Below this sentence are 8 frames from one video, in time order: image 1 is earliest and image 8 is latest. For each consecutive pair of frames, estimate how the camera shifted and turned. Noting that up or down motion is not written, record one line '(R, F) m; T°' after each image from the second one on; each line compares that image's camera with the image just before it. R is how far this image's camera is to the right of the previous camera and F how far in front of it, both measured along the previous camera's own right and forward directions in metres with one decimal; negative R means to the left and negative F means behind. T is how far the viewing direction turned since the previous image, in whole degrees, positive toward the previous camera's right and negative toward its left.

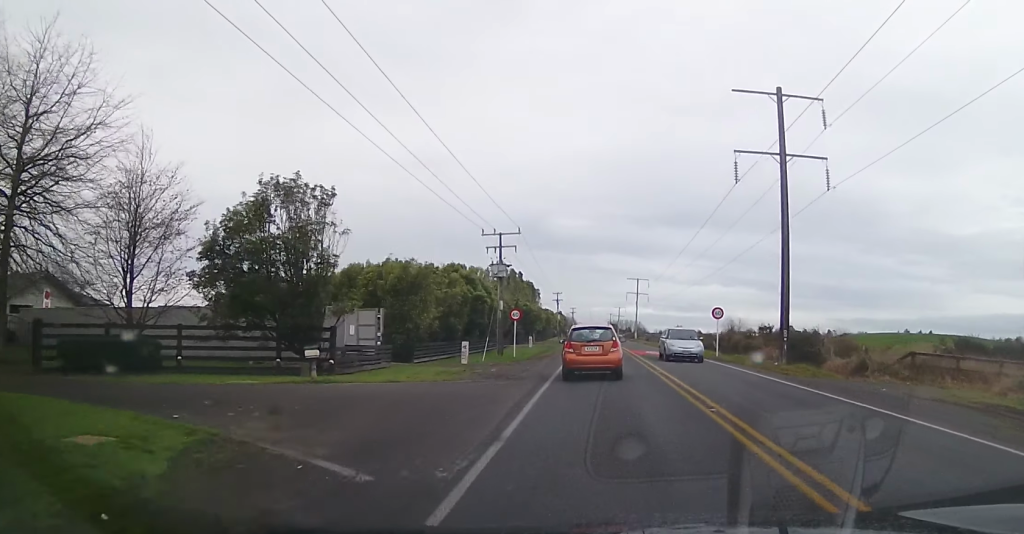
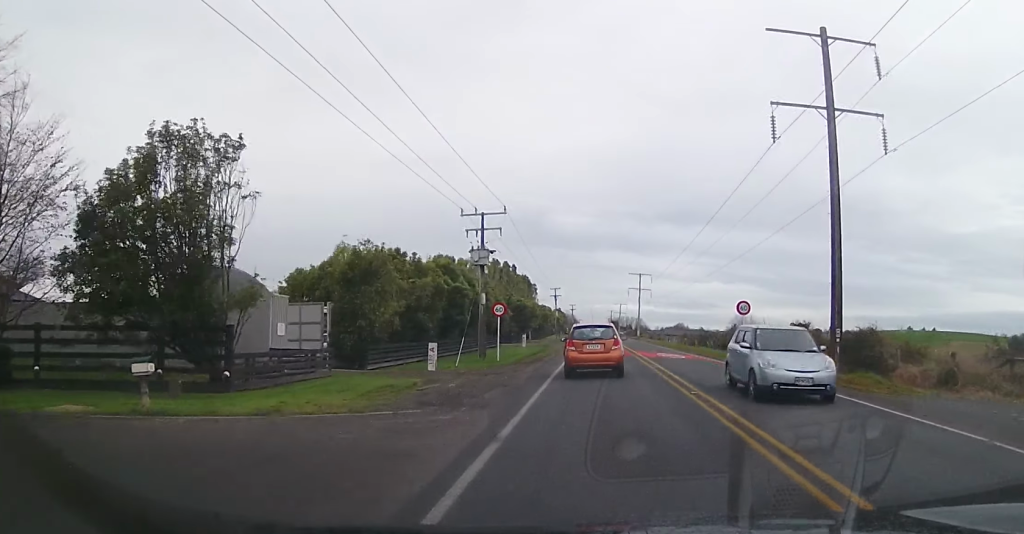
(+0.2, +8.2) m; 0°
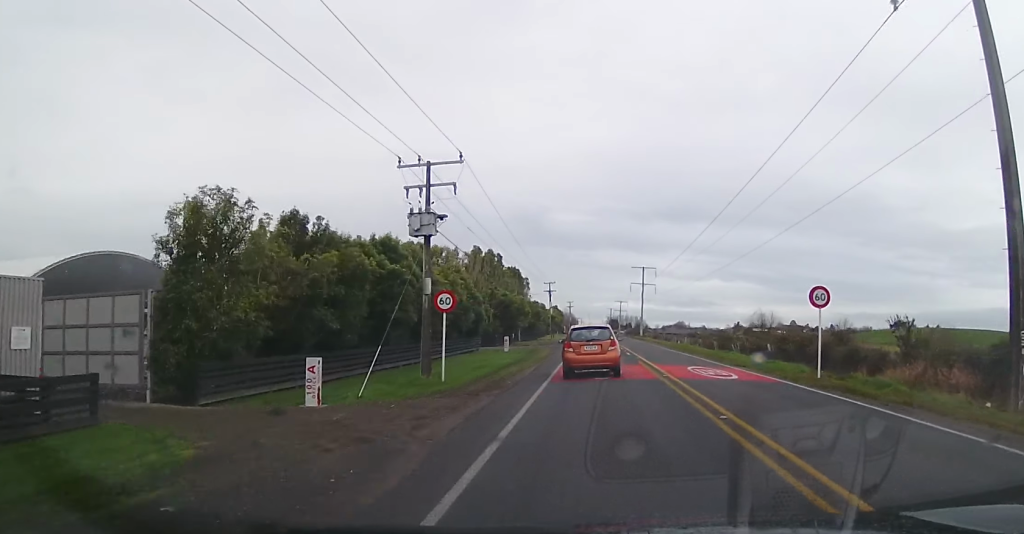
(+0.1, +13.9) m; -1°
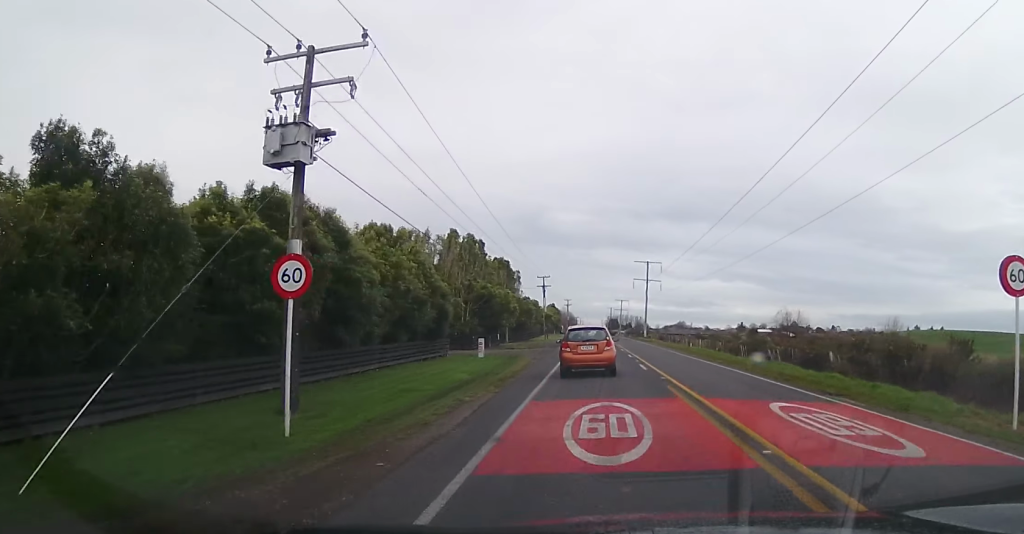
(-0.1, +13.1) m; -3°
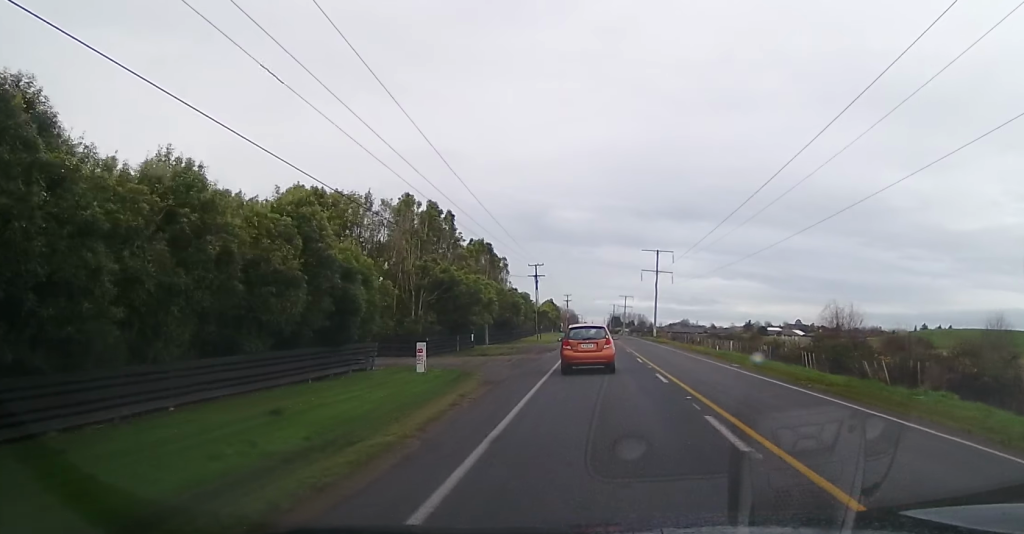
(-0.9, +16.6) m; -1°
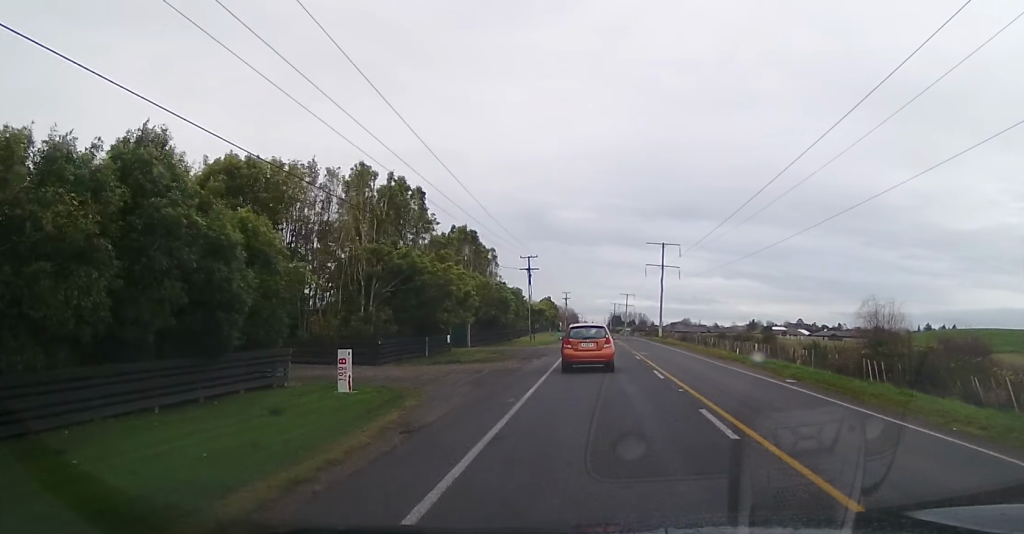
(+0.3, +9.2) m; 0°
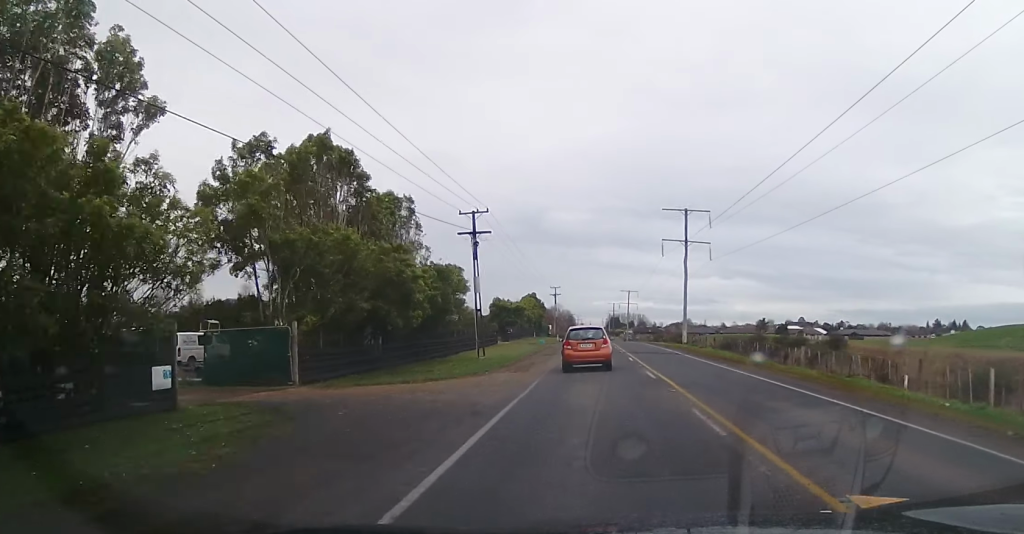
(+0.4, +31.5) m; +1°
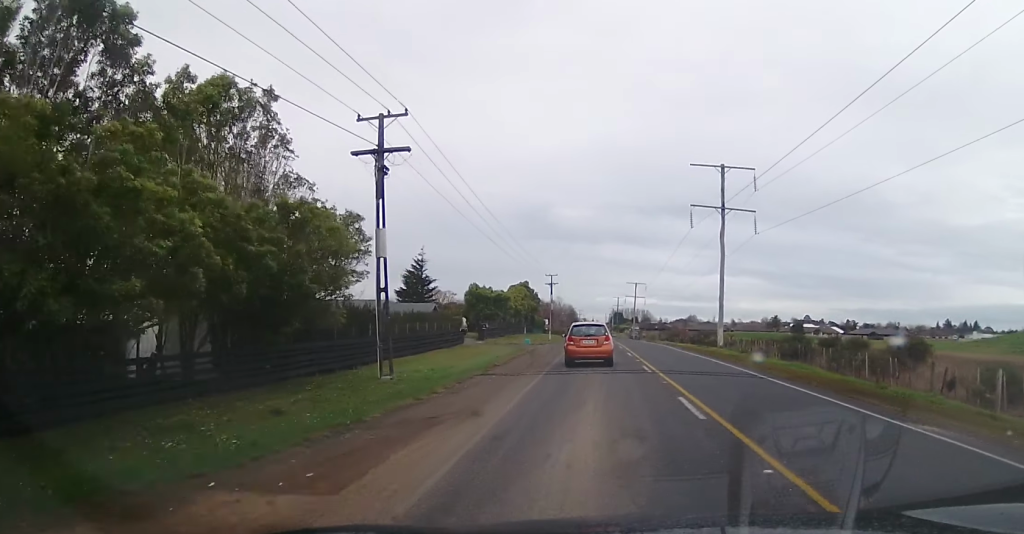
(-0.2, +19.7) m; -1°
